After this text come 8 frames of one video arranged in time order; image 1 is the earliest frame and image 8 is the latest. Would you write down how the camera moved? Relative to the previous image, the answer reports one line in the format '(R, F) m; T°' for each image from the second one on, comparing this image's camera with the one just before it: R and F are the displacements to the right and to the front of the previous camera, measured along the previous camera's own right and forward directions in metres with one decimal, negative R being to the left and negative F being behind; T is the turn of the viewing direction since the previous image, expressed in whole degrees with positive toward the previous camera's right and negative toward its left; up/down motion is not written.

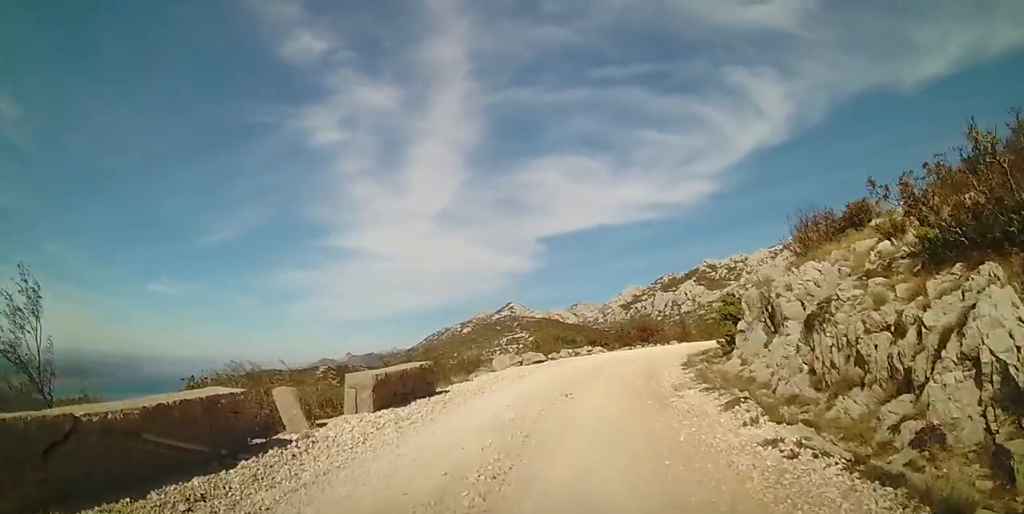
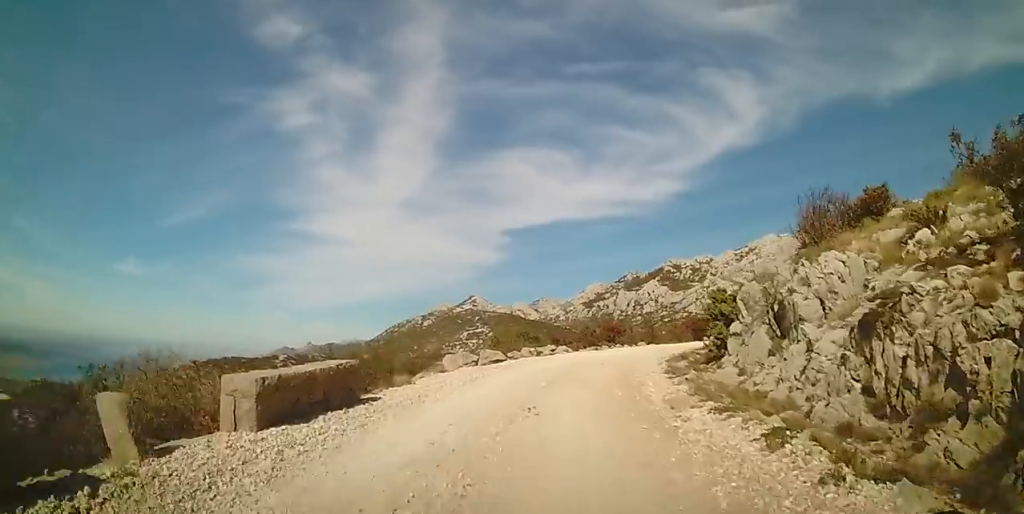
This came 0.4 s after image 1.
(0.0, +2.3) m; 0°
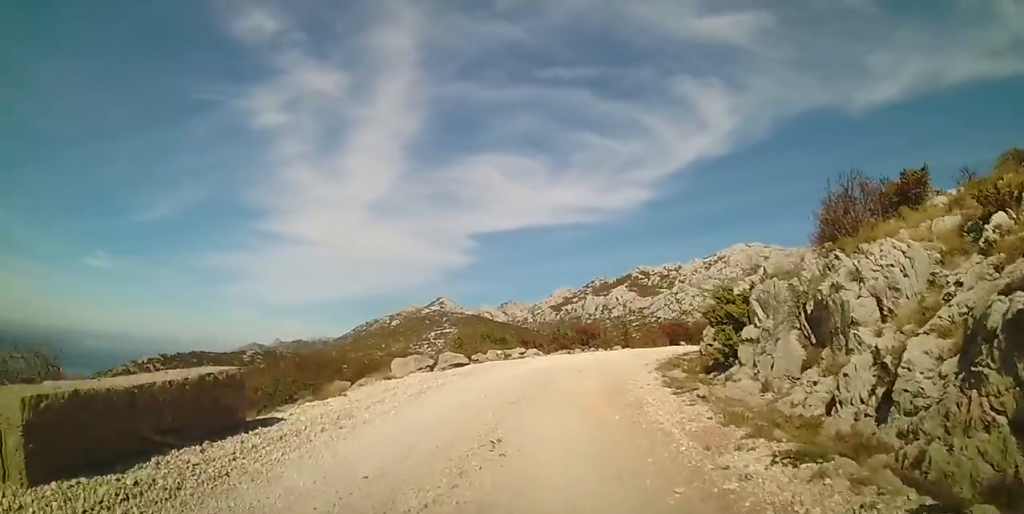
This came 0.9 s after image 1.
(0.0, +2.8) m; 0°
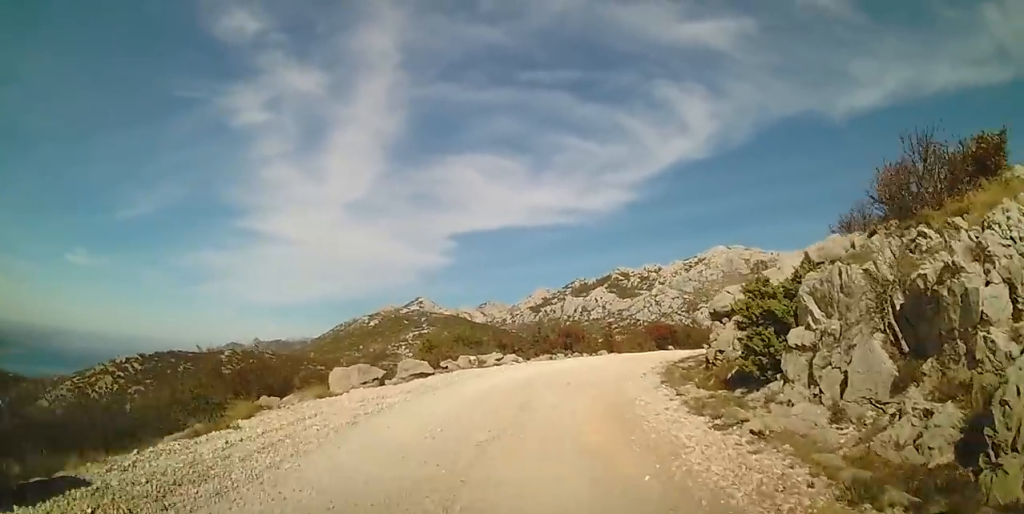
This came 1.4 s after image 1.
(0.0, +3.0) m; 0°
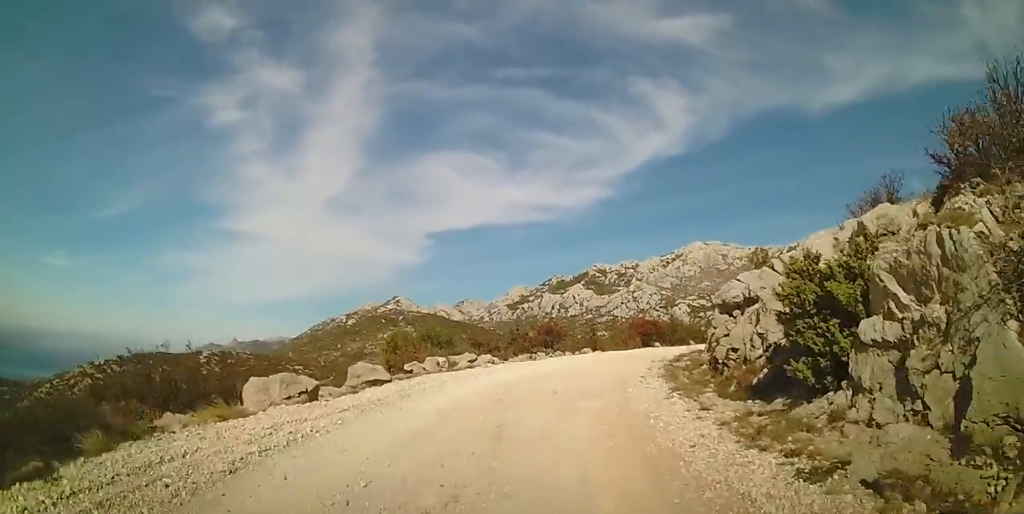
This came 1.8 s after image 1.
(0.0, +2.6) m; 0°
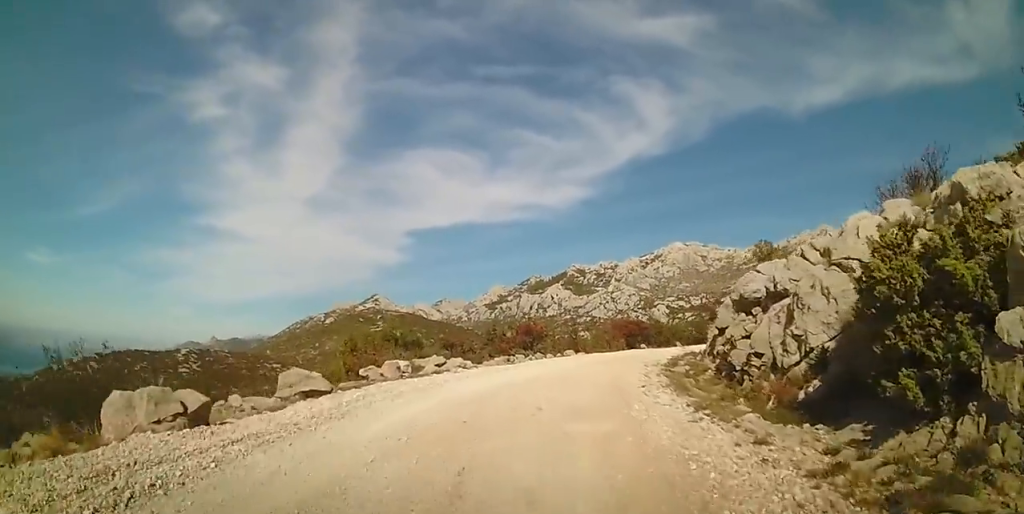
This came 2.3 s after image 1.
(0.0, +2.6) m; 0°
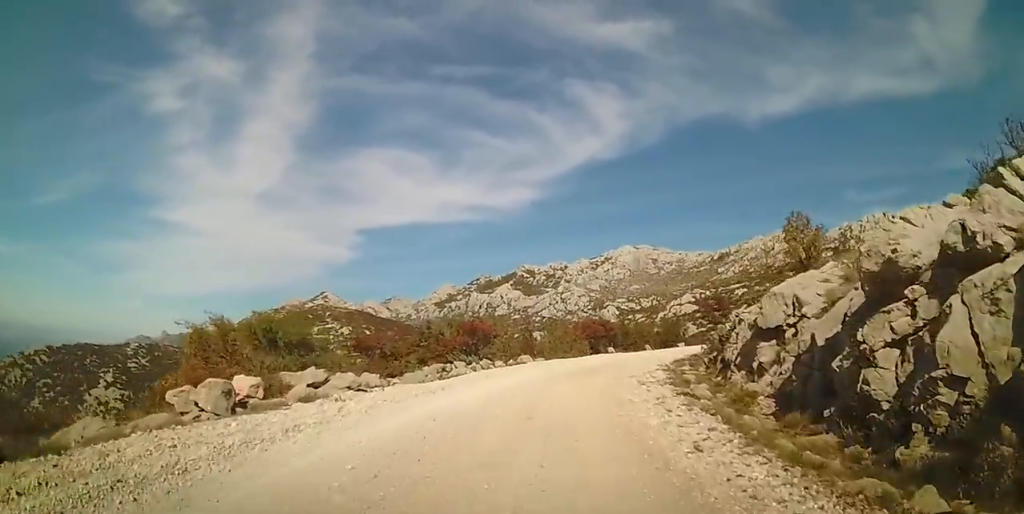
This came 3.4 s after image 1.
(0.0, +6.8) m; +5°
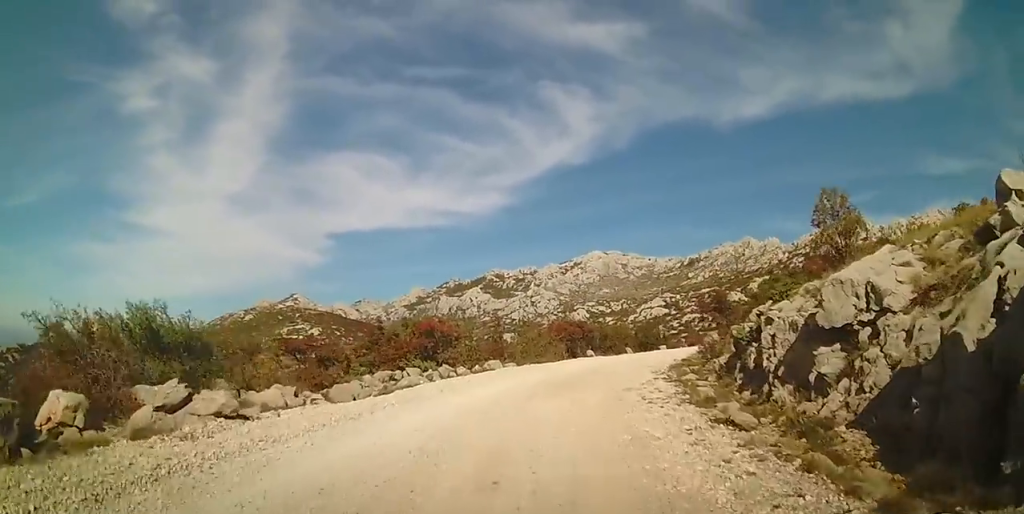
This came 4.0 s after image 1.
(+0.3, +3.7) m; +7°
